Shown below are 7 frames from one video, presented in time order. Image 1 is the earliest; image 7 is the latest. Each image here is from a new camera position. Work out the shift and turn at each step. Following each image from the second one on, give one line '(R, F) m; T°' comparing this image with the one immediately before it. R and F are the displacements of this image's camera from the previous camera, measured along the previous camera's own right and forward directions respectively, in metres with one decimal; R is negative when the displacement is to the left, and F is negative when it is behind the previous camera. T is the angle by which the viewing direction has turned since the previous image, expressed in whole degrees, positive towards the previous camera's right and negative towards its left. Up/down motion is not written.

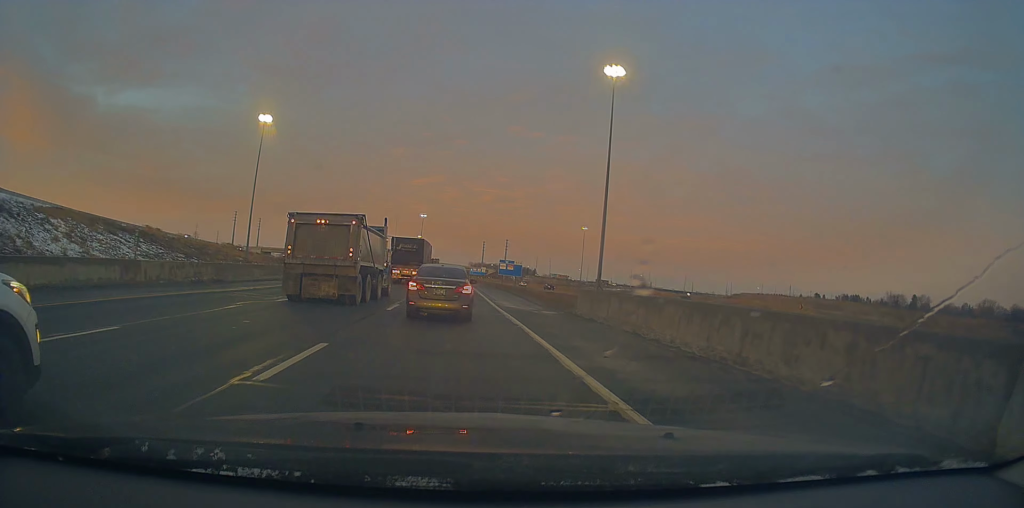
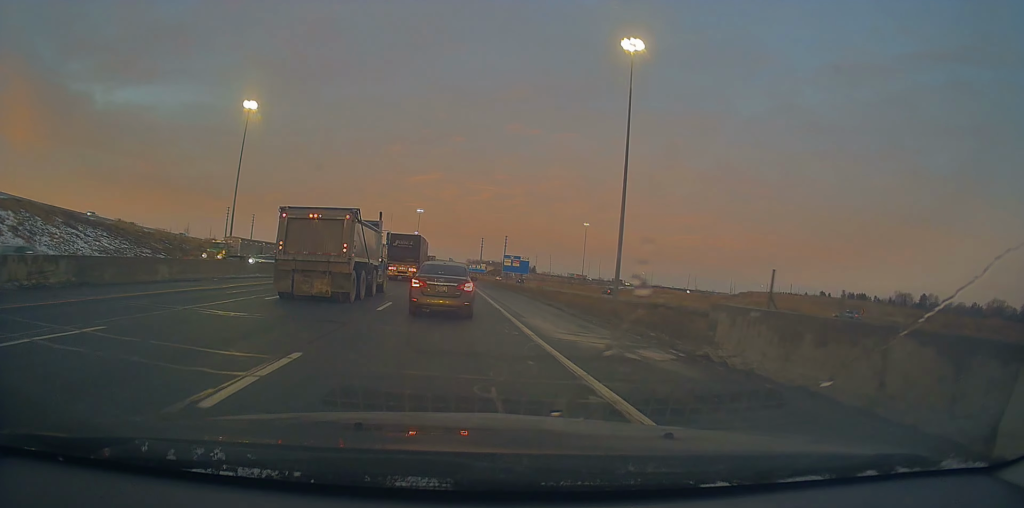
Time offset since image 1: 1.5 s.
(+0.1, +13.3) m; +1°
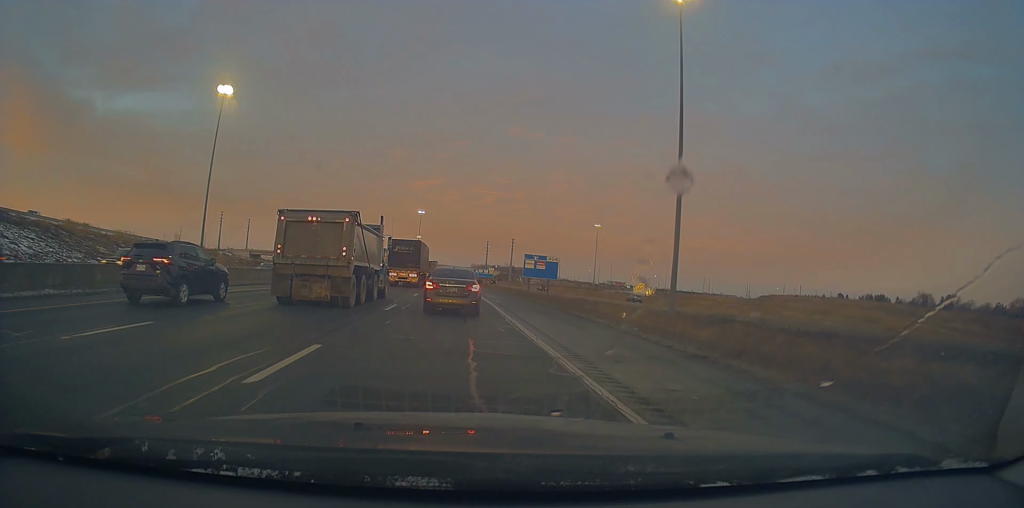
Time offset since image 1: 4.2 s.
(-0.1, +23.0) m; -1°
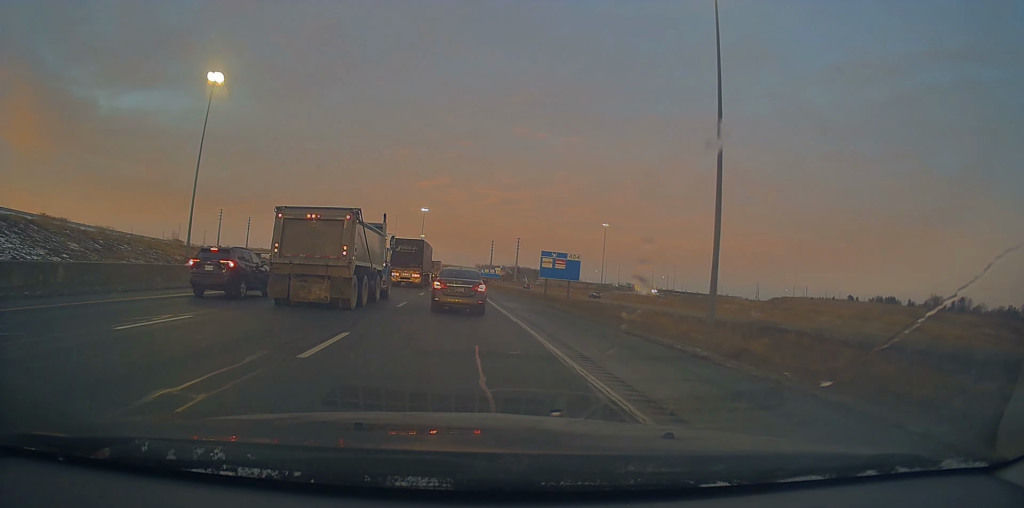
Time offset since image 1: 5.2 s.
(-0.4, +9.9) m; +2°
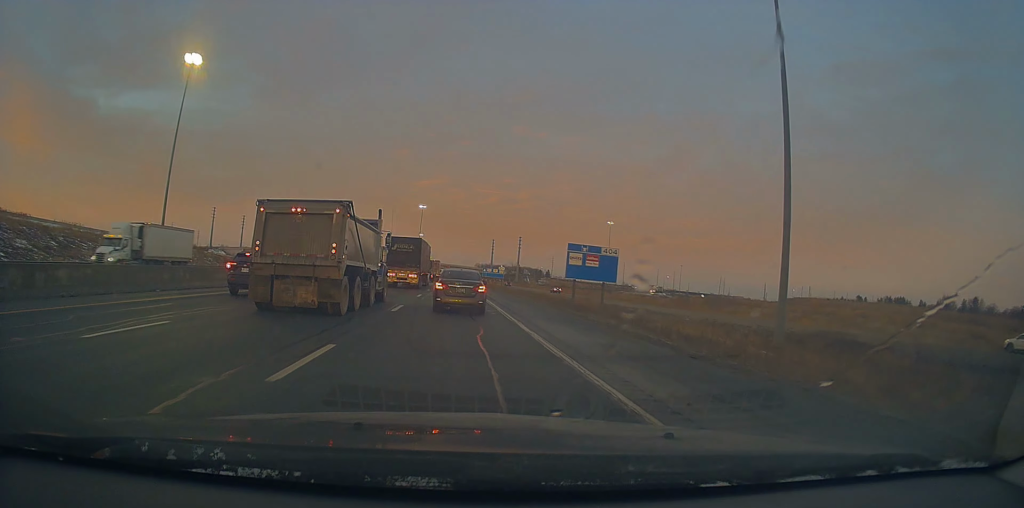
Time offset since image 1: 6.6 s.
(+0.6, +13.7) m; -1°
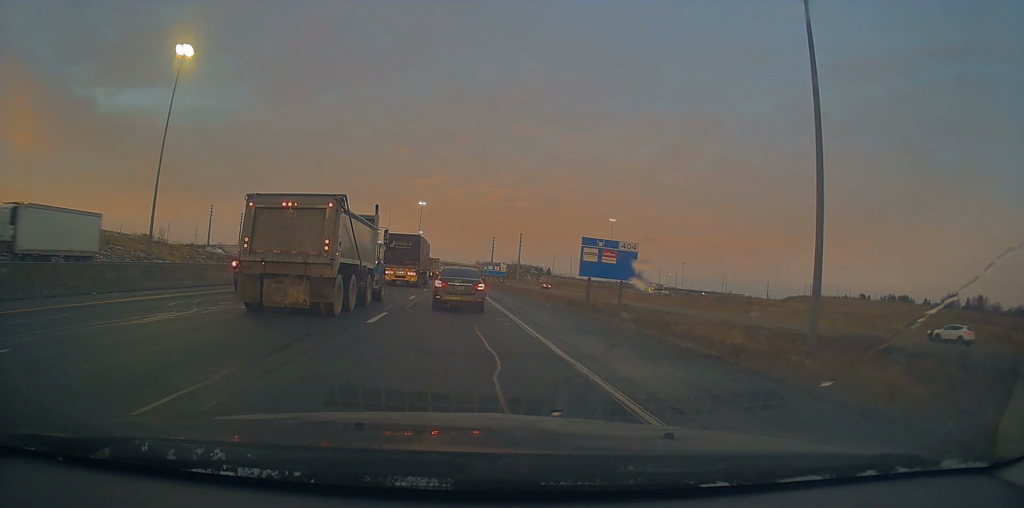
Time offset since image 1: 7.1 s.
(0.0, +4.8) m; -3°
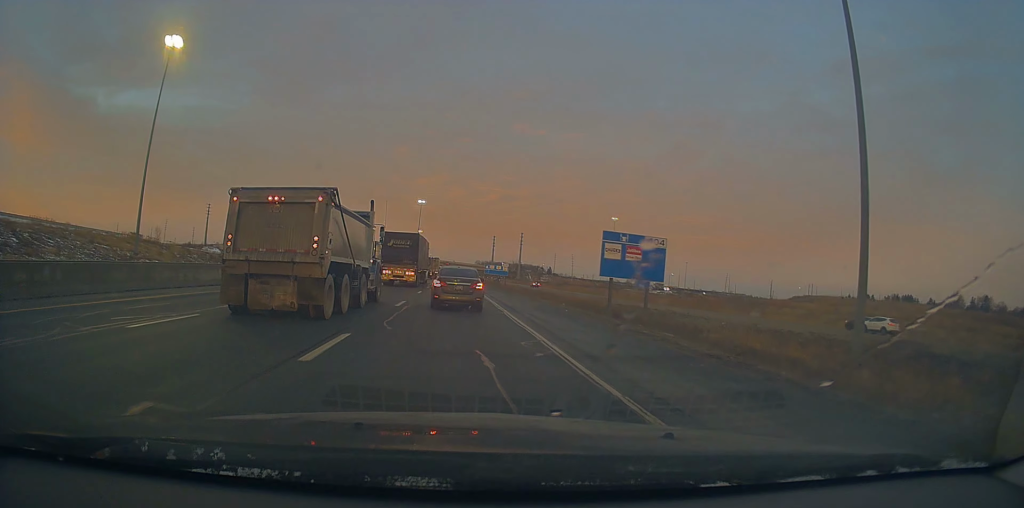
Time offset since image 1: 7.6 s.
(-0.3, +5.6) m; 0°
